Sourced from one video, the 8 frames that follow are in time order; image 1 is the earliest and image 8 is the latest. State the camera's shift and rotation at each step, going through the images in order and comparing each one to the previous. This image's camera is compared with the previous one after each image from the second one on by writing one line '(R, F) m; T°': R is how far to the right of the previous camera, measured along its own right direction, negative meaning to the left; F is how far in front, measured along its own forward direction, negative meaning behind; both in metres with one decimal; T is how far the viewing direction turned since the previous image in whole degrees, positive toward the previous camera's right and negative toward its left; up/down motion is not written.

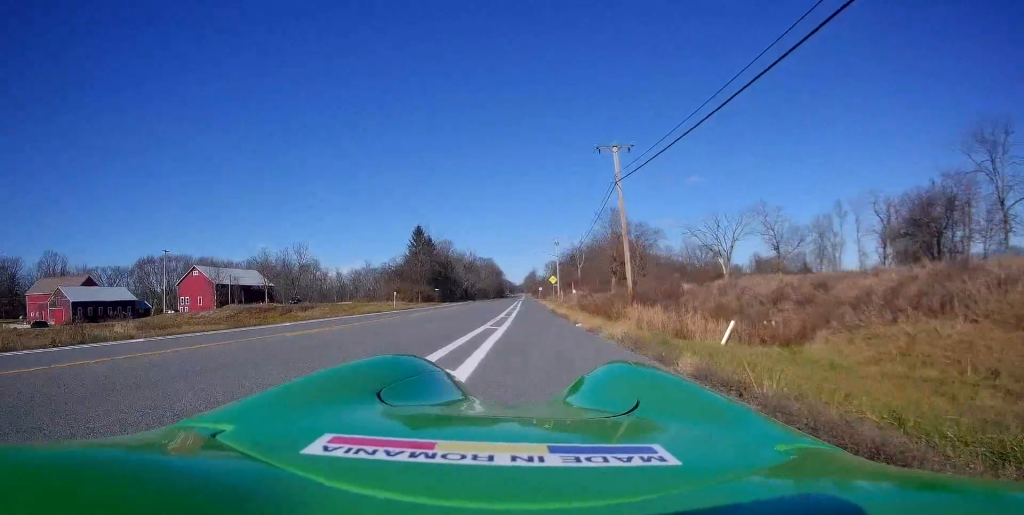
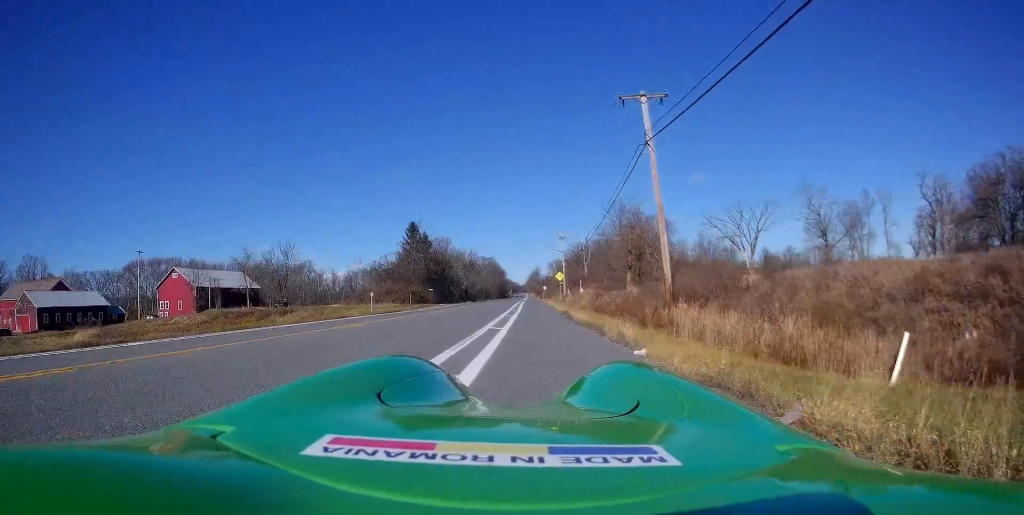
(-0.2, +9.4) m; -2°
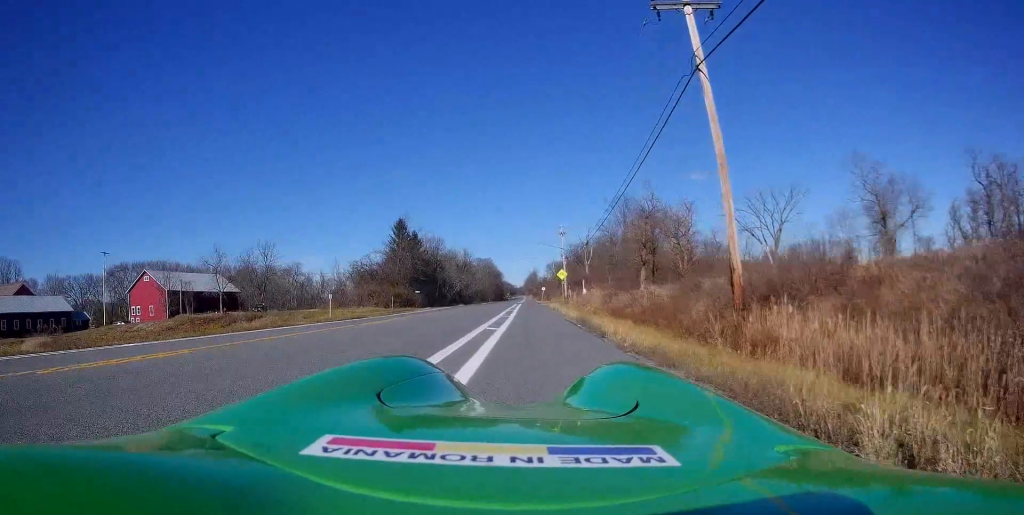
(-0.1, +9.4) m; +1°
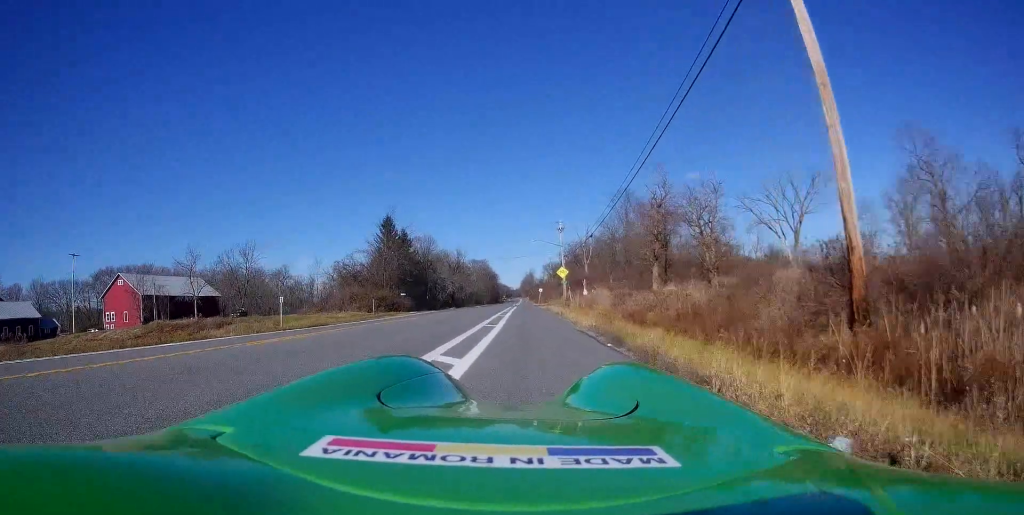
(+0.1, +7.4) m; +2°
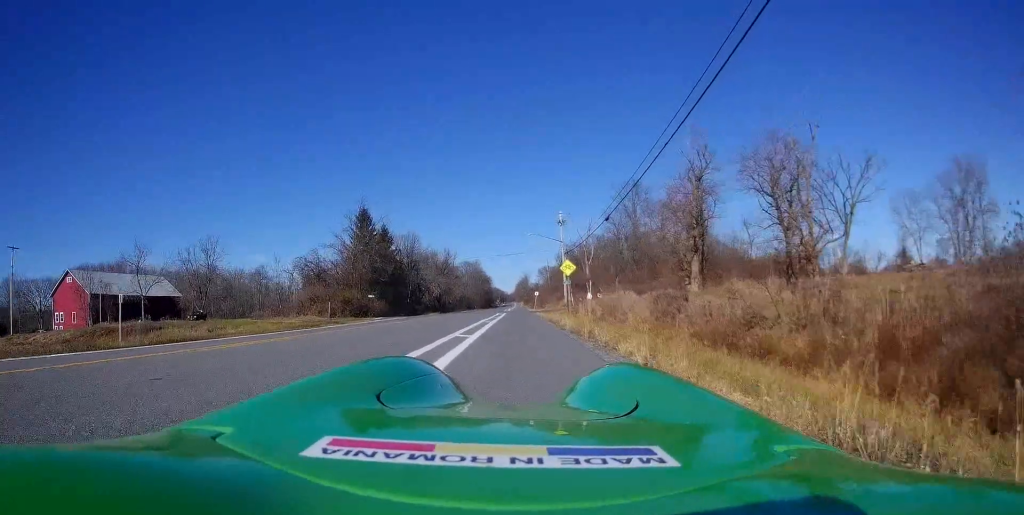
(+0.1, +13.1) m; 0°
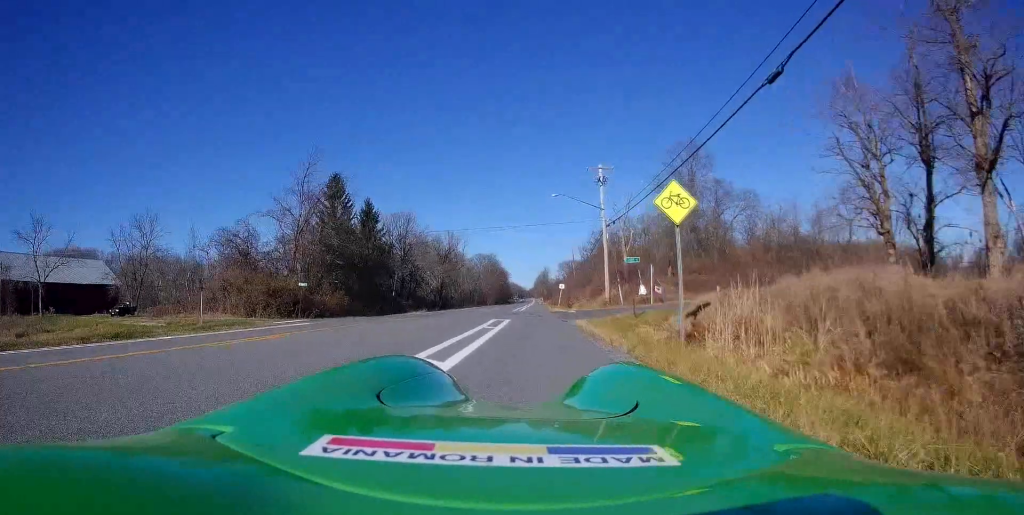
(0.0, +24.0) m; -2°
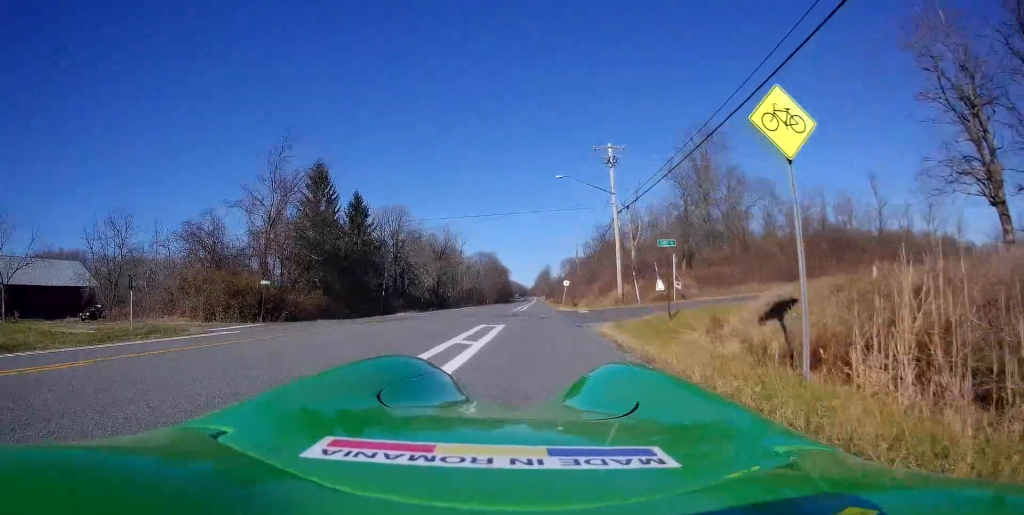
(-0.1, +6.1) m; -2°
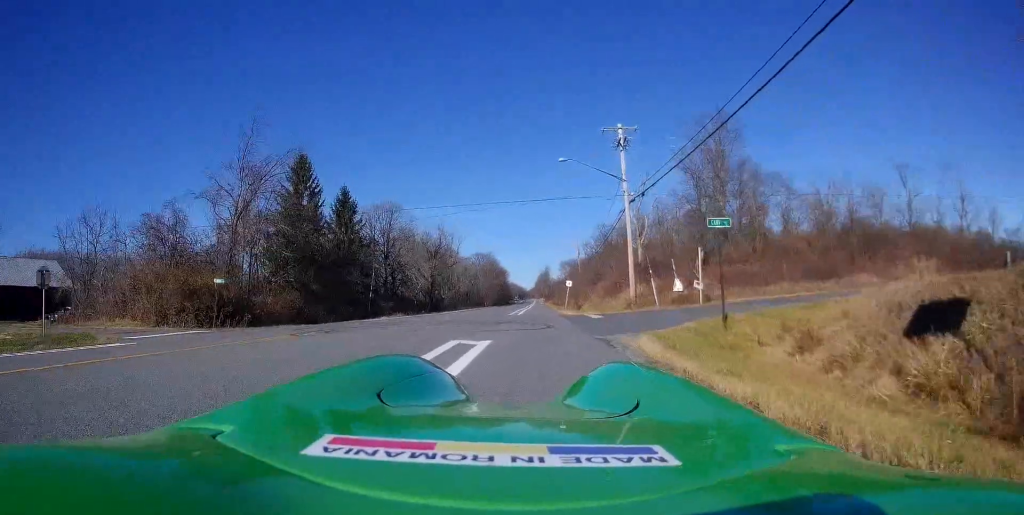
(-0.1, +5.6) m; 0°
